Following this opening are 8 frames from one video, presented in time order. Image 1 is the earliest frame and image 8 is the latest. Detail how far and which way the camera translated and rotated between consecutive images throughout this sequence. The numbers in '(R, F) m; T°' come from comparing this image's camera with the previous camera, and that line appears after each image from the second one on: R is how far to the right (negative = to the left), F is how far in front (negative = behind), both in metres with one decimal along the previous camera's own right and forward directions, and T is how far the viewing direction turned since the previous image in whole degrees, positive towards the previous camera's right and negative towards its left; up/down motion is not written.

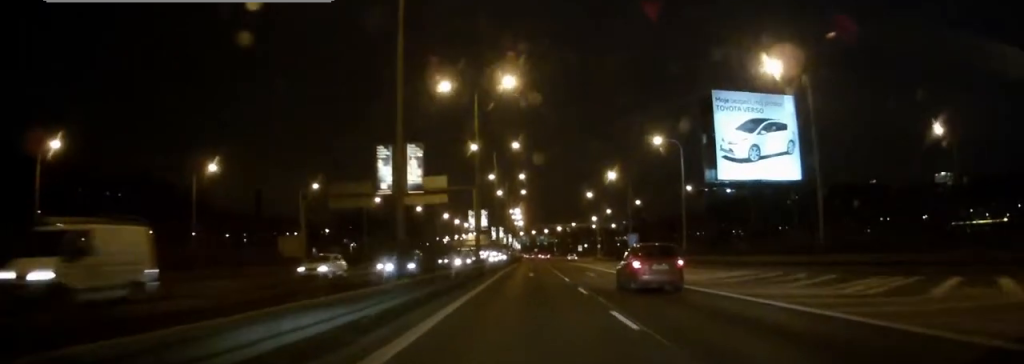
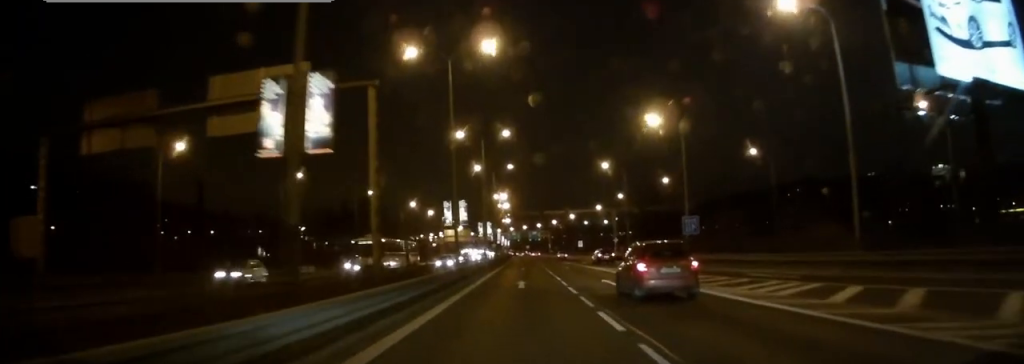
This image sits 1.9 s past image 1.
(+0.1, +36.6) m; +1°
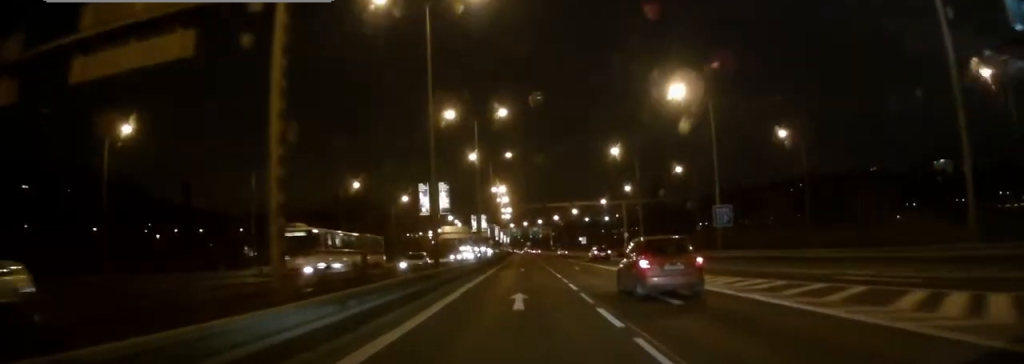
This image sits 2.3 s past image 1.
(0.0, +8.5) m; 0°
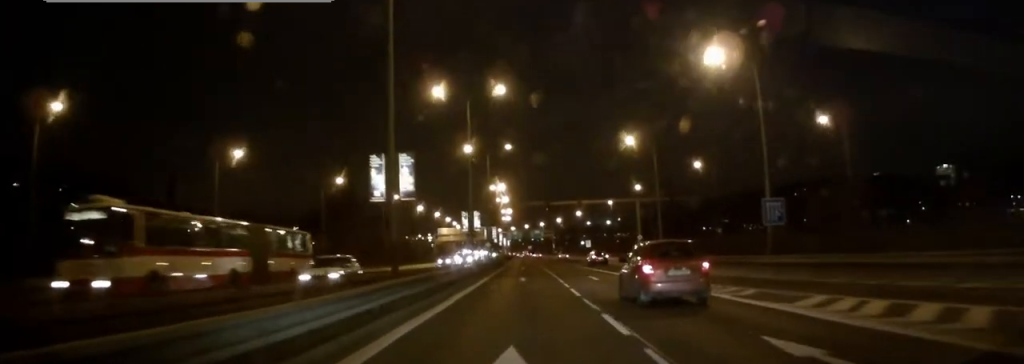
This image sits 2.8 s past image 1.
(0.0, +10.0) m; 0°
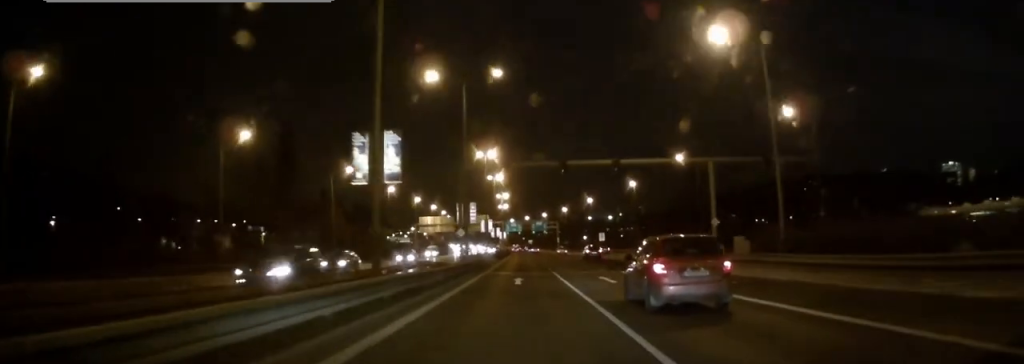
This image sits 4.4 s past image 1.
(0.0, +30.5) m; 0°
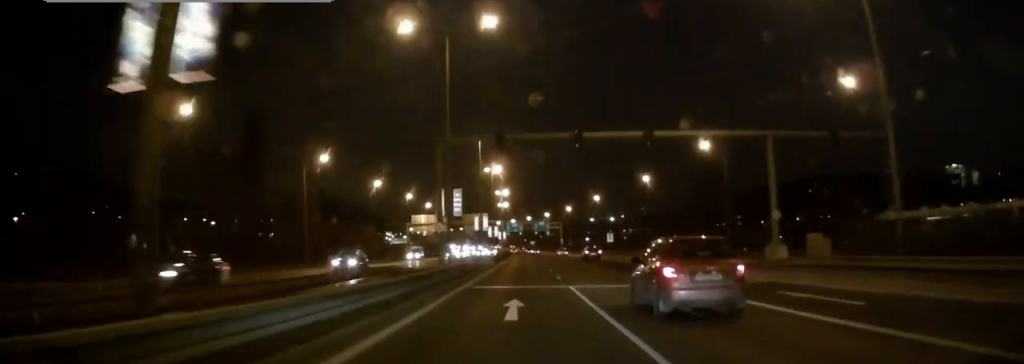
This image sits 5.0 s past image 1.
(0.0, +11.3) m; 0°
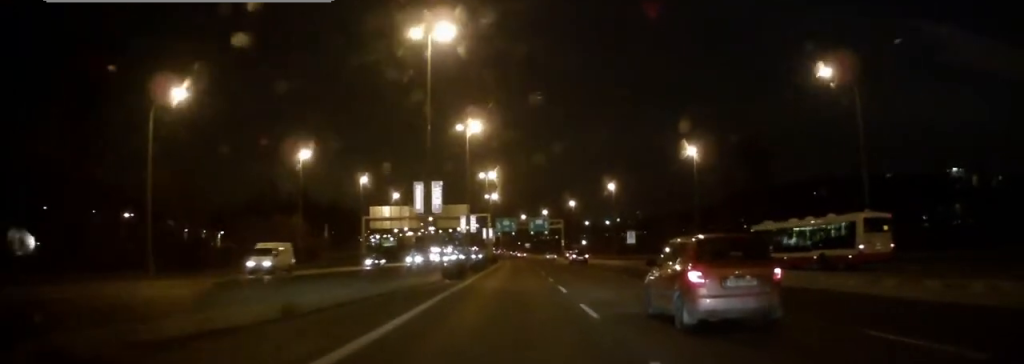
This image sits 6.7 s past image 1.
(+0.1, +31.1) m; 0°
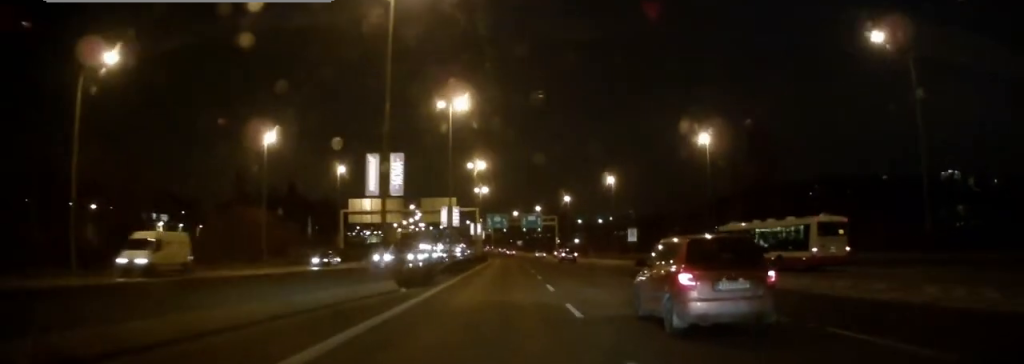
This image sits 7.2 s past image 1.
(-0.1, +8.1) m; 0°
